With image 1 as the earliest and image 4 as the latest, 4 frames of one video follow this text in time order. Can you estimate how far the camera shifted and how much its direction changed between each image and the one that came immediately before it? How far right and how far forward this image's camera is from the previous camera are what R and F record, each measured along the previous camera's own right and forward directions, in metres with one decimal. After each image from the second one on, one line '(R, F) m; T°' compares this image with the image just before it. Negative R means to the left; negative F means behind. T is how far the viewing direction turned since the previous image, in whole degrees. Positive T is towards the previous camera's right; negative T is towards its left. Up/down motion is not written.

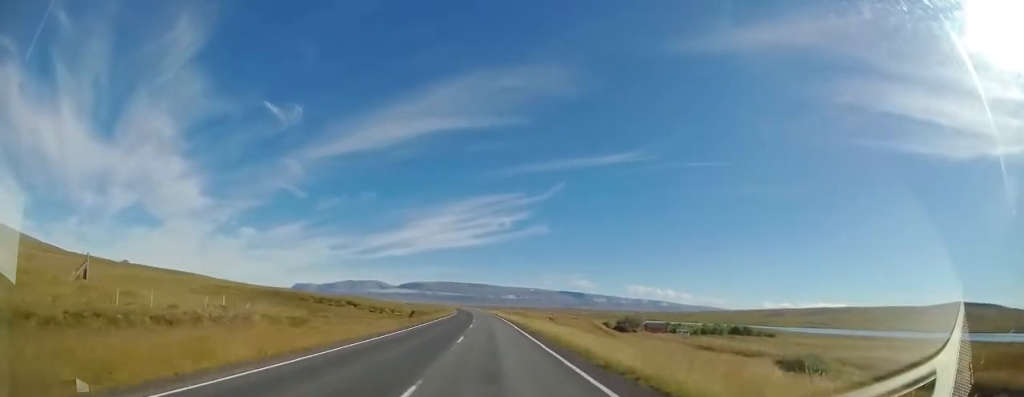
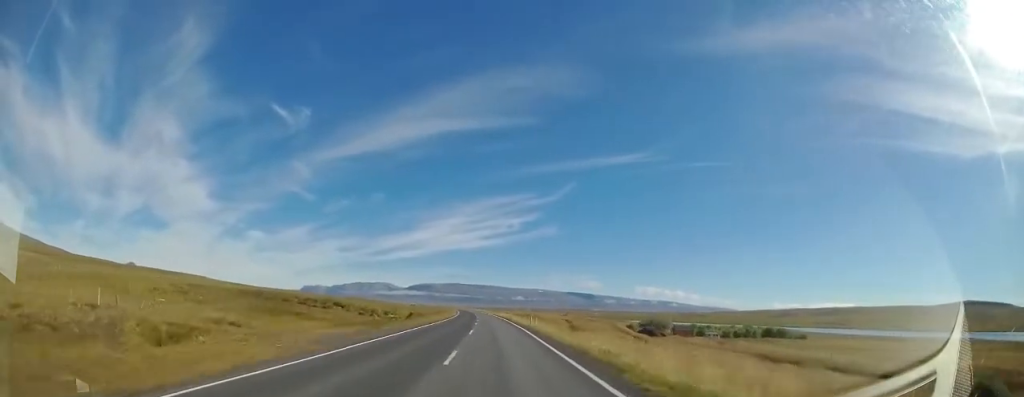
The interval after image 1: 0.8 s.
(-0.2, +18.1) m; -2°
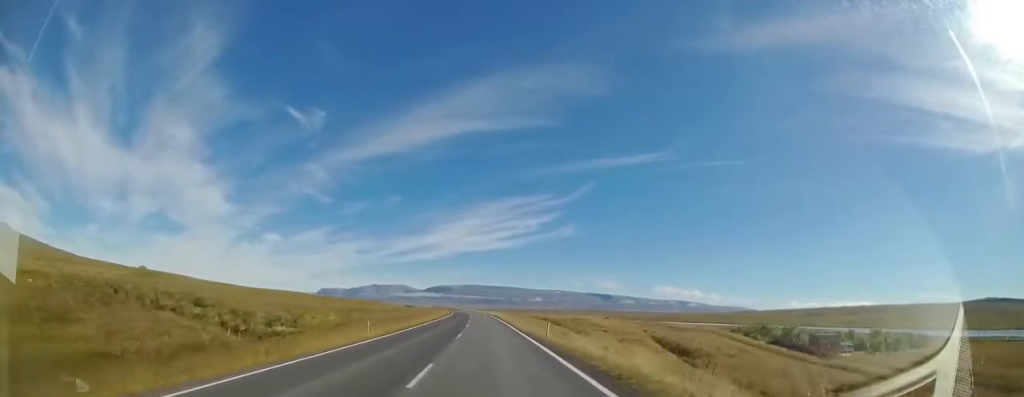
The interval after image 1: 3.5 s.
(-1.8, +64.0) m; -2°
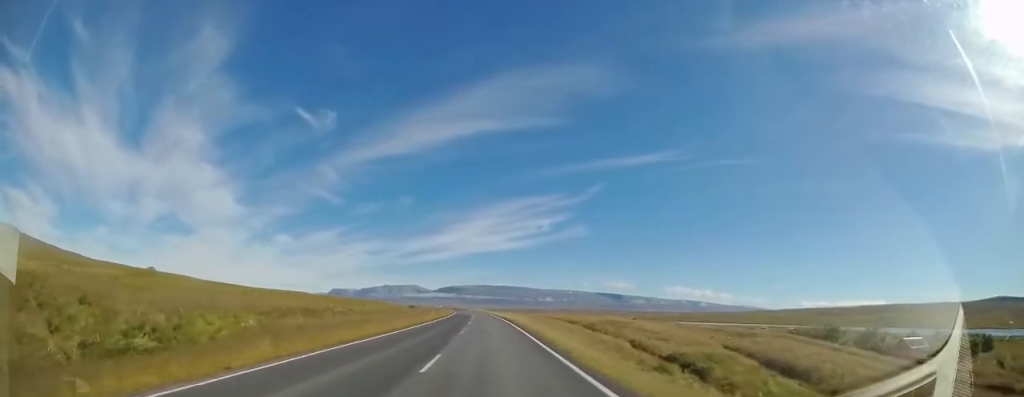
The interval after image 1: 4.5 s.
(0.0, +22.3) m; -2°
